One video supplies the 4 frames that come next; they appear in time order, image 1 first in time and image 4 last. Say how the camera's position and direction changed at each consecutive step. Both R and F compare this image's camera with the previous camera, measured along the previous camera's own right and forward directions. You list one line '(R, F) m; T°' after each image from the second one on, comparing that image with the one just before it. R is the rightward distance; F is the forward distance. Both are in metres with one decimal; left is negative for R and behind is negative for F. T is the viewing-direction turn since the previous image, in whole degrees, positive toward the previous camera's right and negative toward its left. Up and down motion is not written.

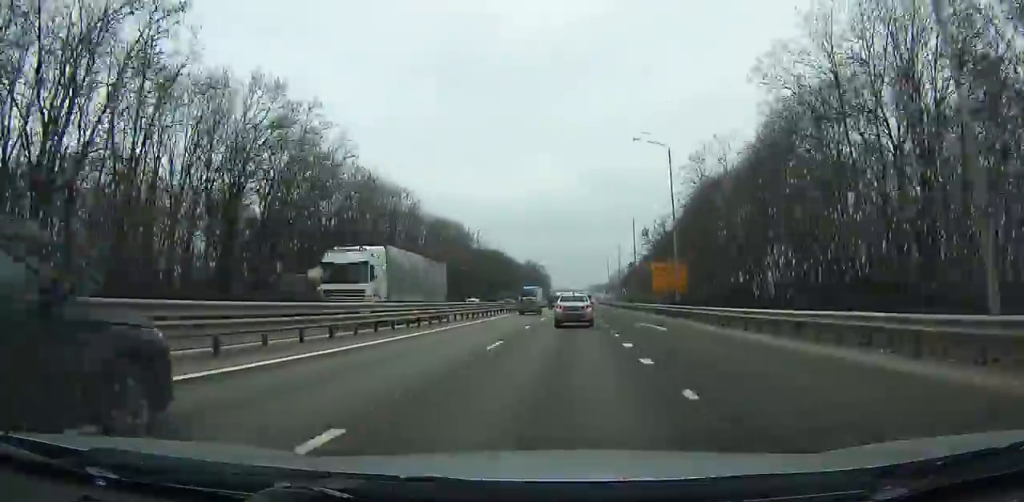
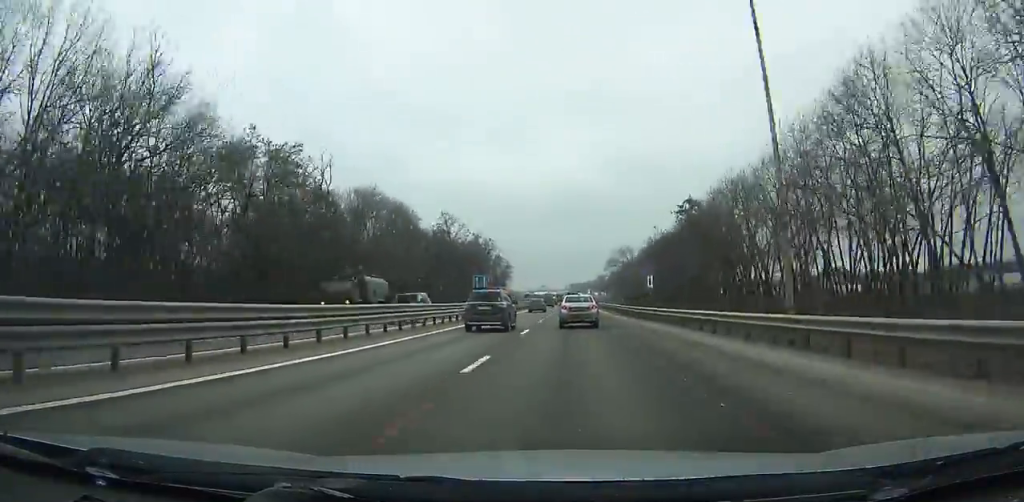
(+2.4, +125.3) m; +2°
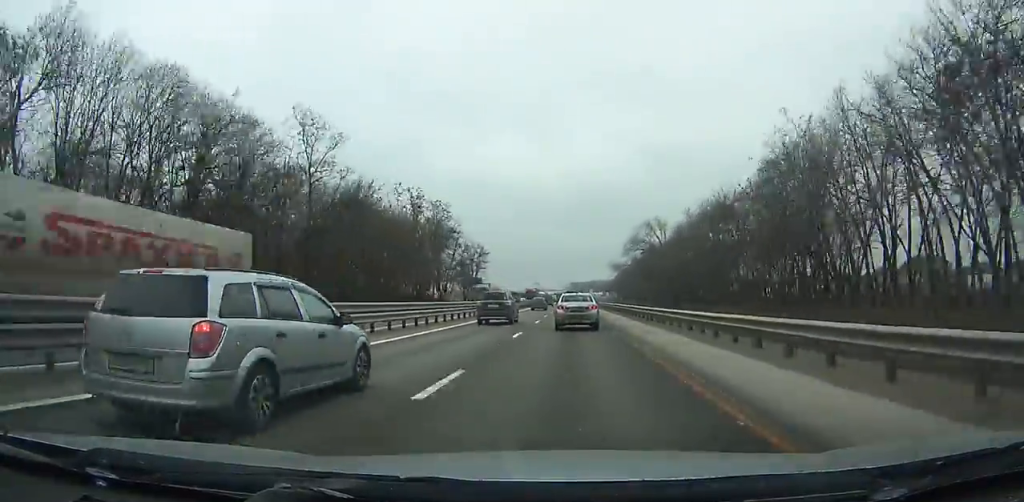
(+0.1, +61.1) m; 0°
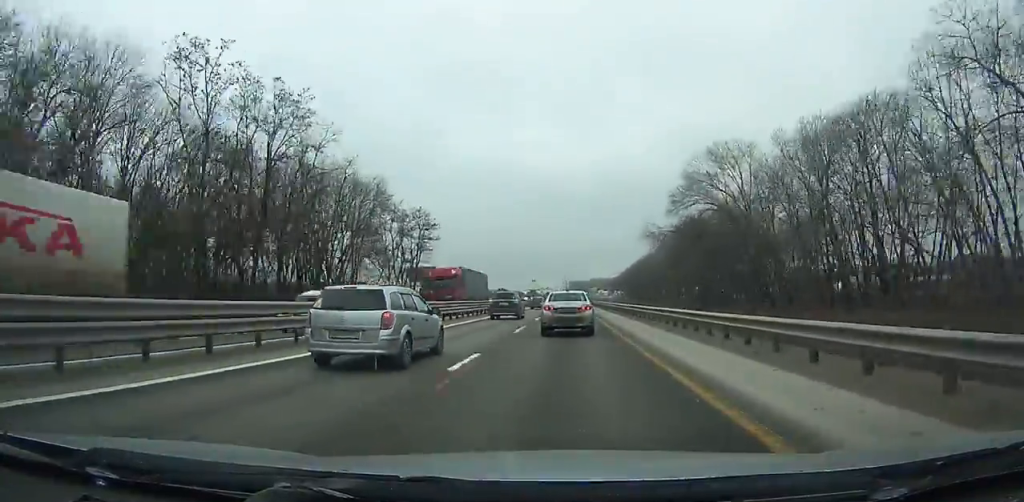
(0.0, +54.8) m; 0°
